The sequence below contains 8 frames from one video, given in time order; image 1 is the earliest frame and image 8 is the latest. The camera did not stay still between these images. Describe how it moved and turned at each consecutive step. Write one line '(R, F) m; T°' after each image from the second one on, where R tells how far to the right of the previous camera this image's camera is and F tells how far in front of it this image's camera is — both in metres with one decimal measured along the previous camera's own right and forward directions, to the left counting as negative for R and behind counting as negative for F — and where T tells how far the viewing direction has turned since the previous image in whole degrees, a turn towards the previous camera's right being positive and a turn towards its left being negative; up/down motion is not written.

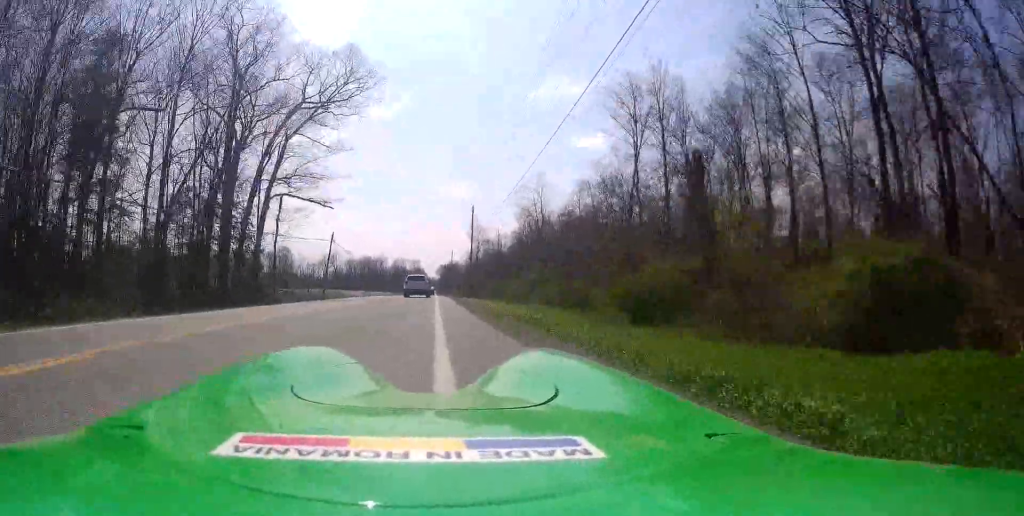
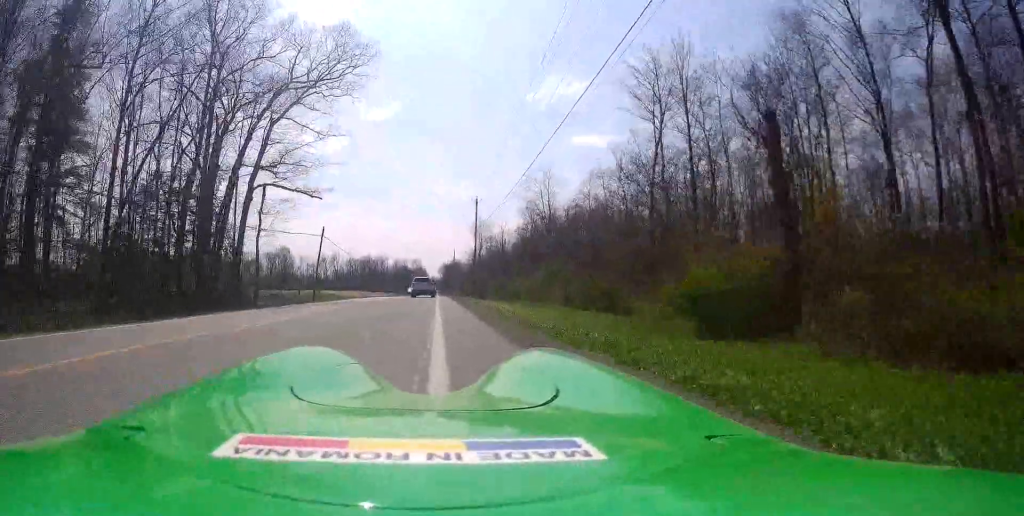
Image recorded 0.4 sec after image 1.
(0.0, +5.2) m; 0°
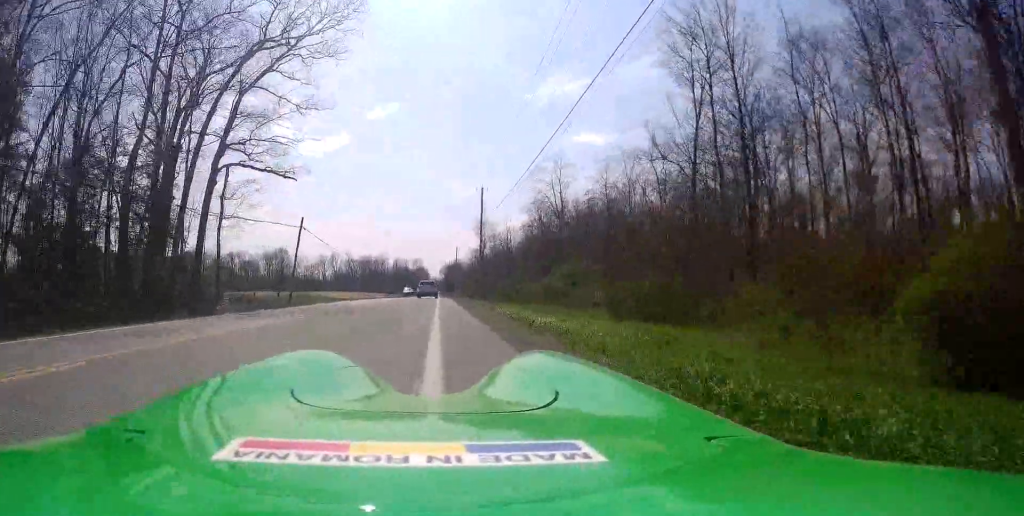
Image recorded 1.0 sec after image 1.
(0.0, +7.7) m; 0°
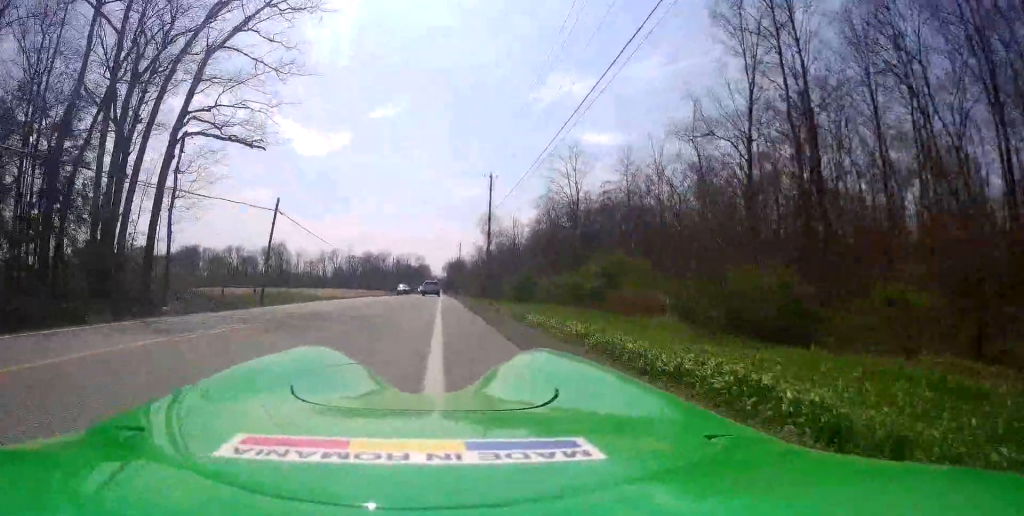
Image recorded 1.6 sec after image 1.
(-0.1, +6.9) m; +2°
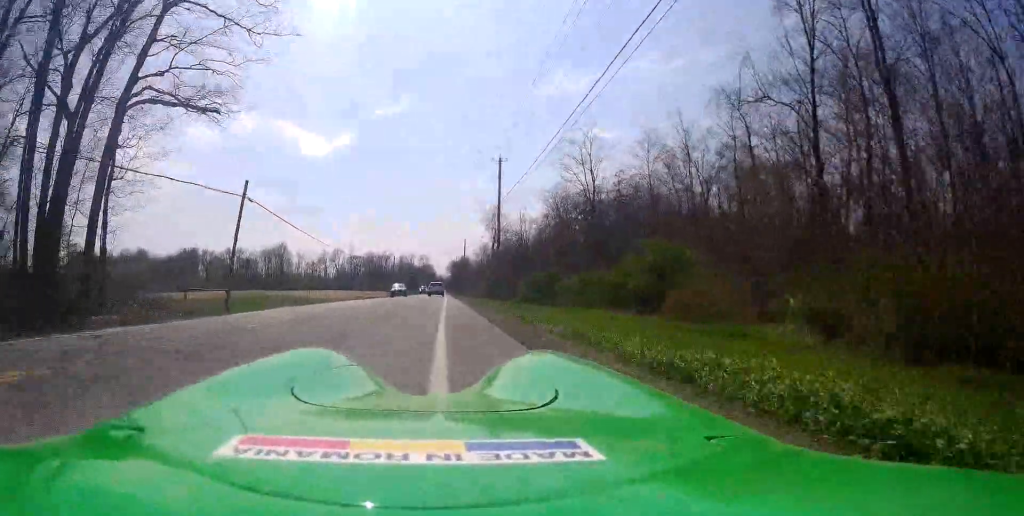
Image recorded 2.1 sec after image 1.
(-0.2, +5.8) m; +2°
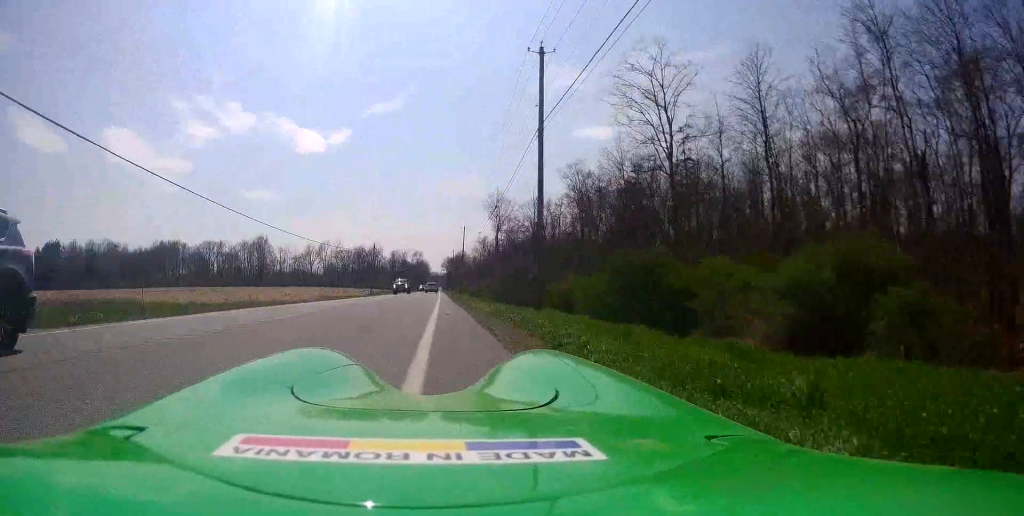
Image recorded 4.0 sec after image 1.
(+3.4, +21.0) m; -4°
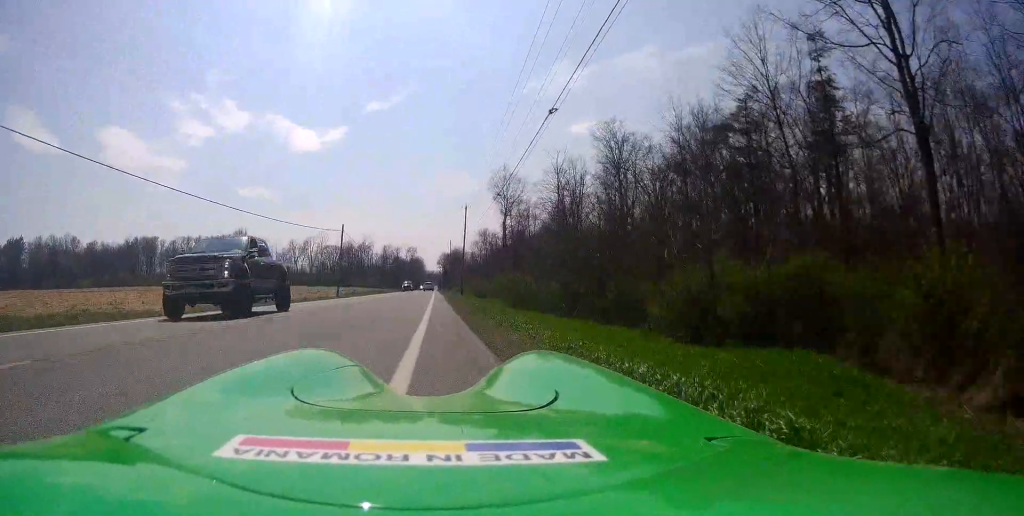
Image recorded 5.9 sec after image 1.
(-3.9, +22.5) m; 0°
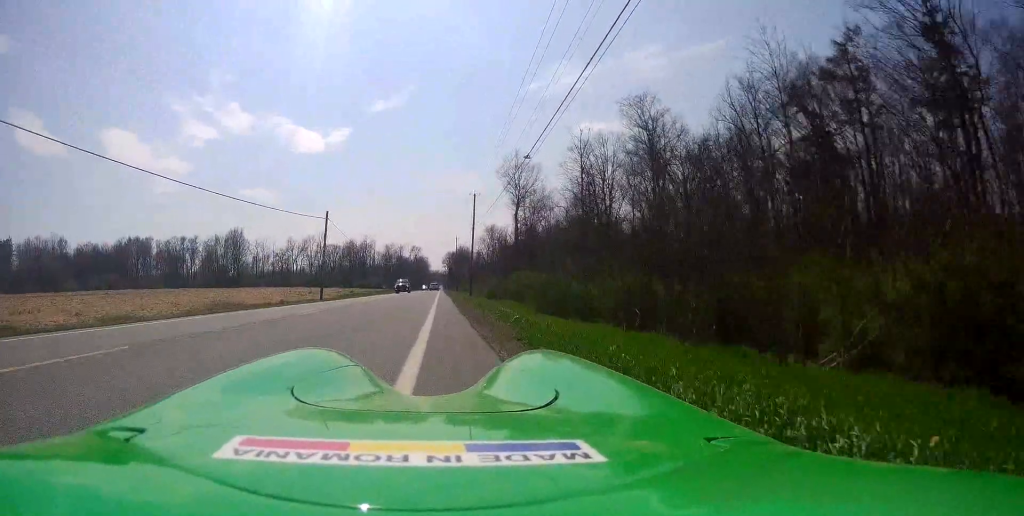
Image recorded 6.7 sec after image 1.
(+0.6, +10.3) m; +3°
